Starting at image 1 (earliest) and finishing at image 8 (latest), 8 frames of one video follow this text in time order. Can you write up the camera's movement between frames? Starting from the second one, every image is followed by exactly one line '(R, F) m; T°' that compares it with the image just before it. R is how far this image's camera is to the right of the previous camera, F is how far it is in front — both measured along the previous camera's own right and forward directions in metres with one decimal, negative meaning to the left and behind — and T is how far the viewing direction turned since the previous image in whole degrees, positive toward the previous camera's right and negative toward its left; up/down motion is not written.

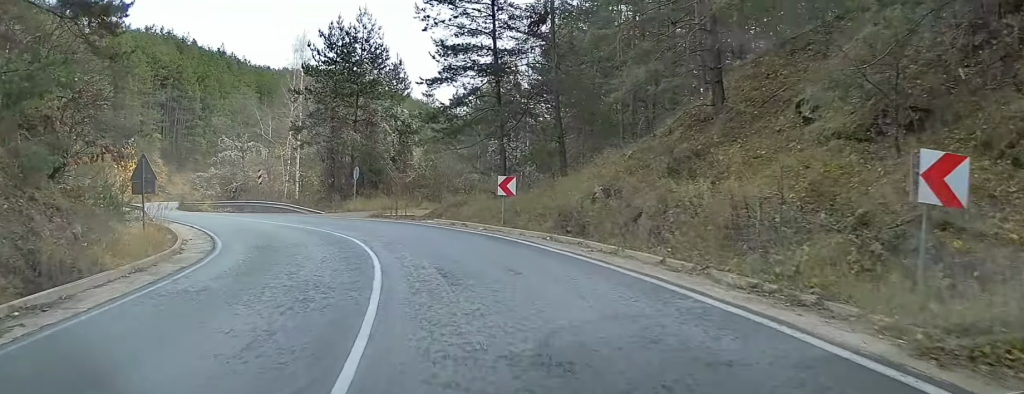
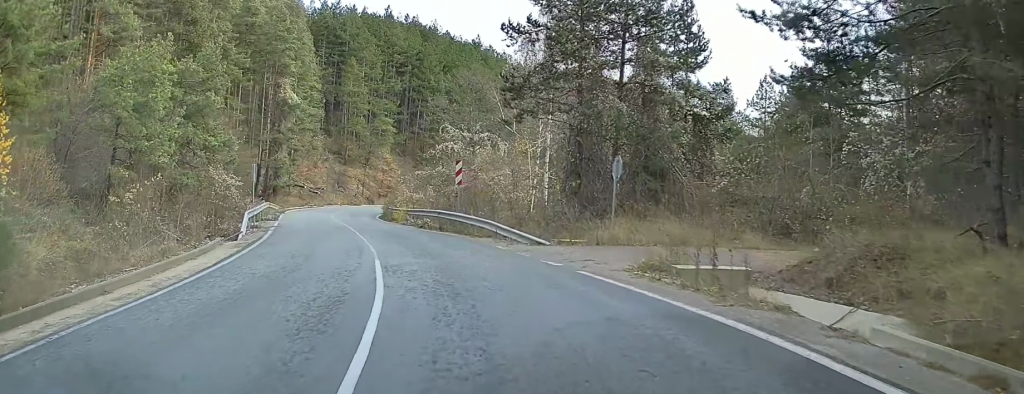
(-4.3, +21.1) m; -19°
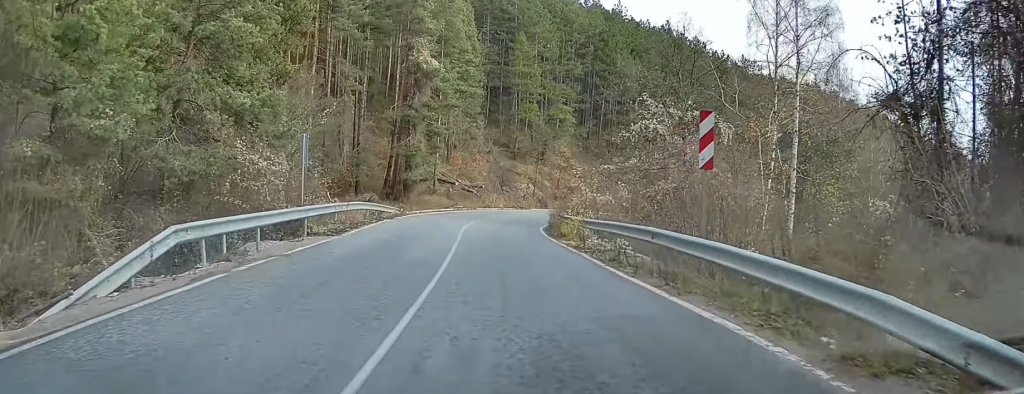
(-1.3, +19.6) m; -8°
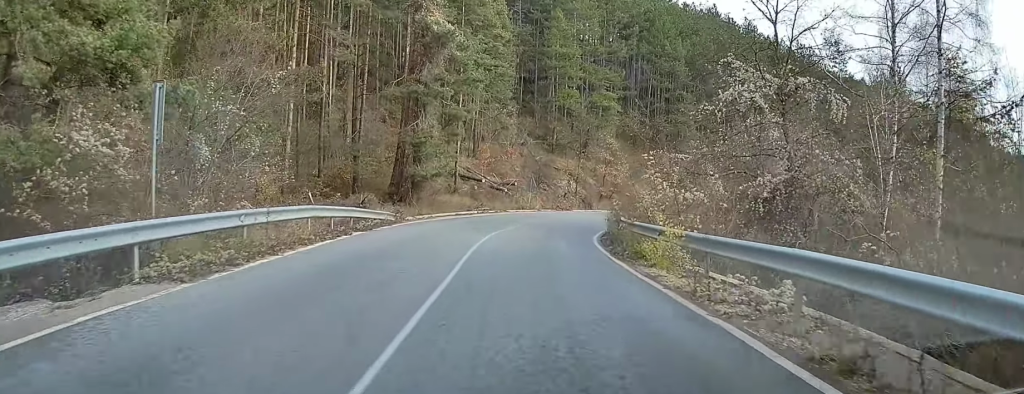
(-0.7, +11.3) m; -3°
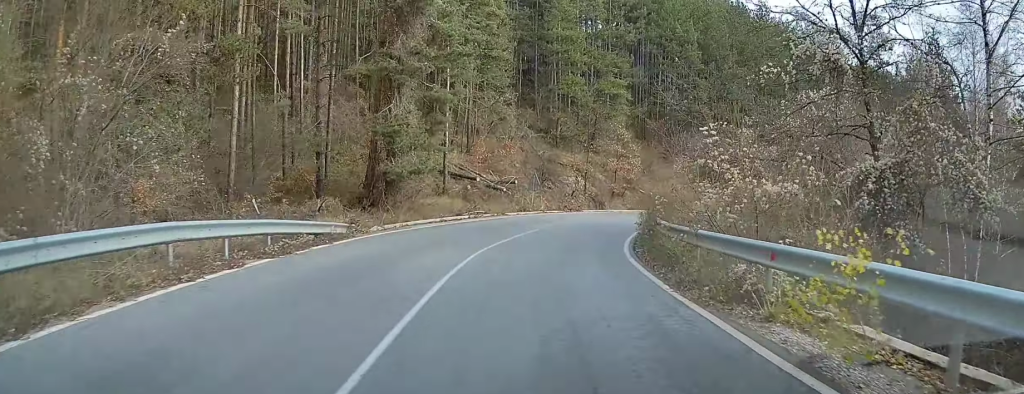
(-0.1, +7.6) m; 0°
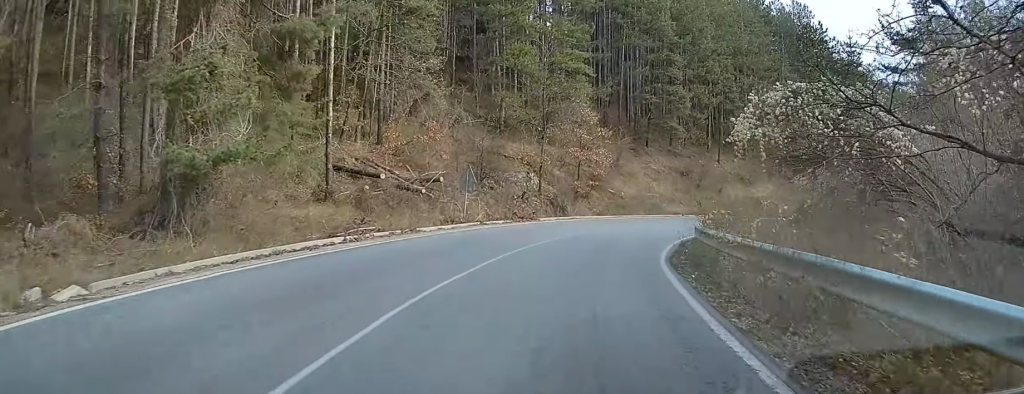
(+0.1, +15.2) m; +4°
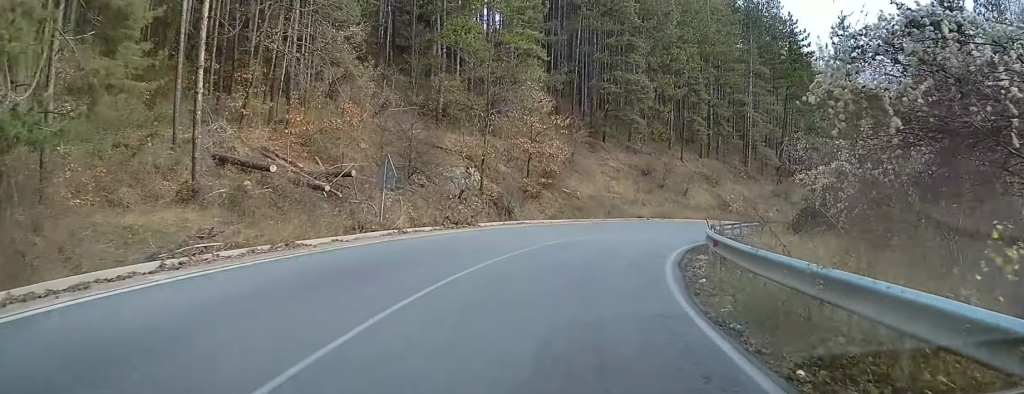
(+0.1, +7.0) m; +5°
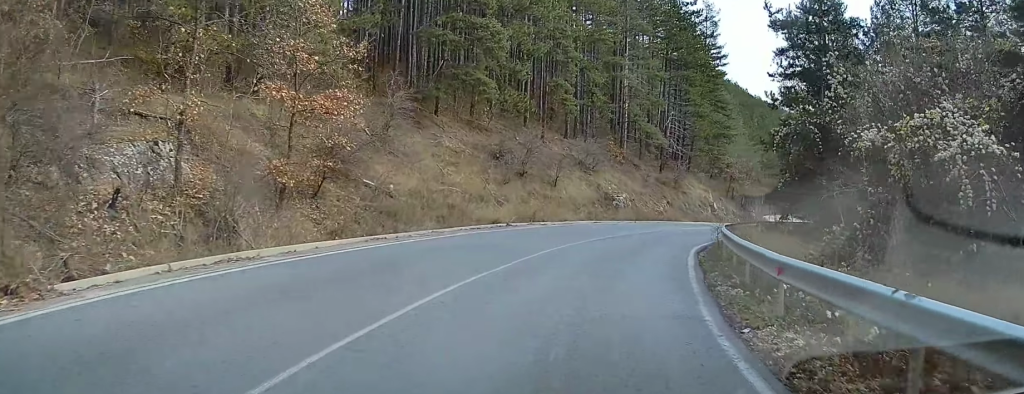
(+1.9, +17.4) m; +14°
